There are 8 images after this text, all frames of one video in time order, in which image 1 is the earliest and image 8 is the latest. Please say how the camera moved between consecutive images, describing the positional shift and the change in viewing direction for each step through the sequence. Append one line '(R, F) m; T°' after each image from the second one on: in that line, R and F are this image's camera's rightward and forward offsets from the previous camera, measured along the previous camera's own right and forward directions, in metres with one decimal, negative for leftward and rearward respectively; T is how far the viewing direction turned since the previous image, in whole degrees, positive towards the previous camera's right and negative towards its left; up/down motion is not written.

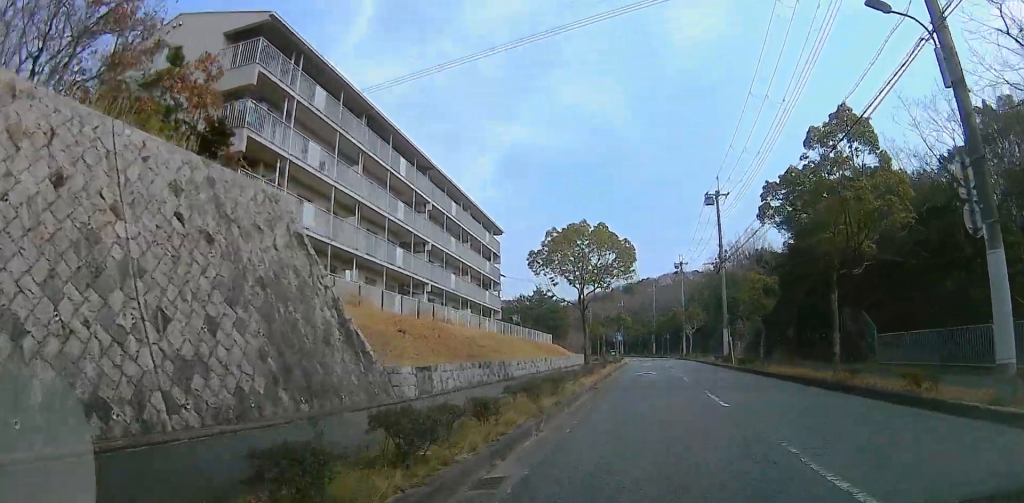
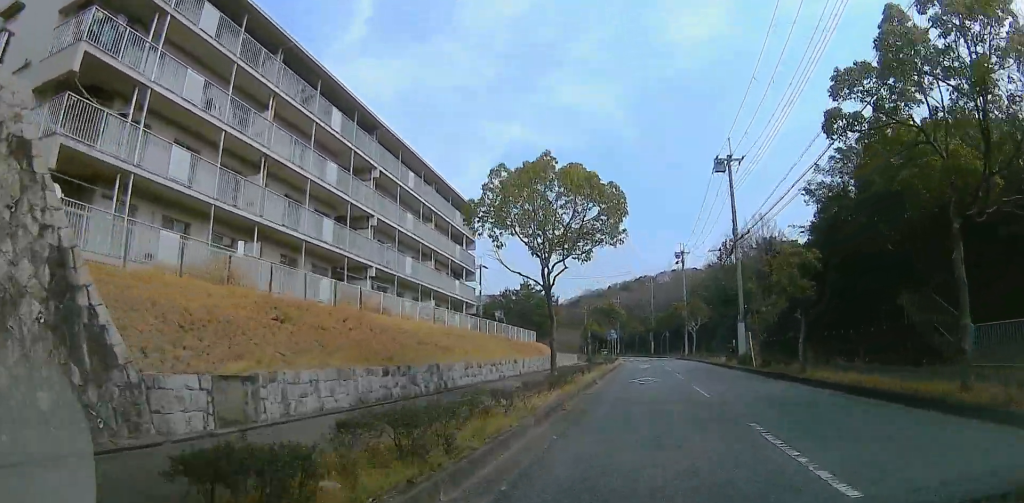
(+2.6, +9.0) m; +8°
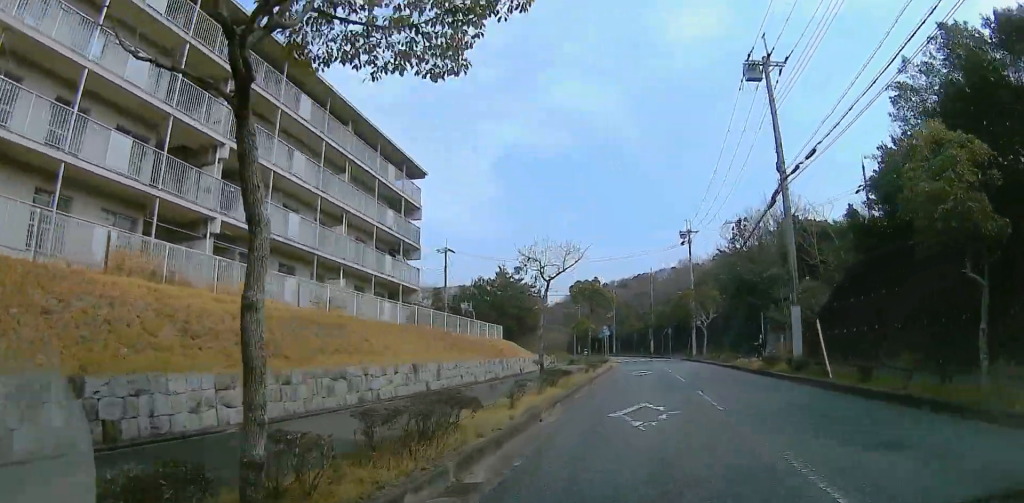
(+2.3, +16.5) m; -3°
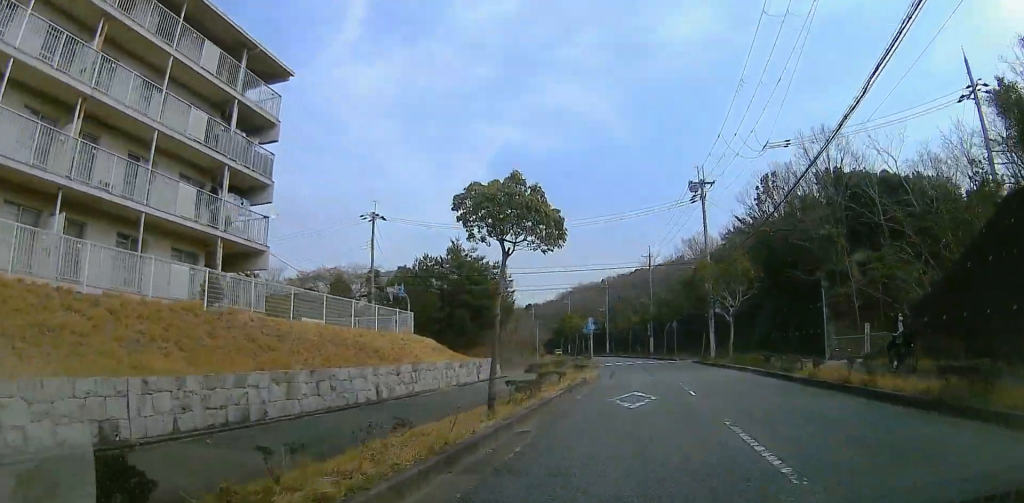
(-4.5, +21.9) m; -17°
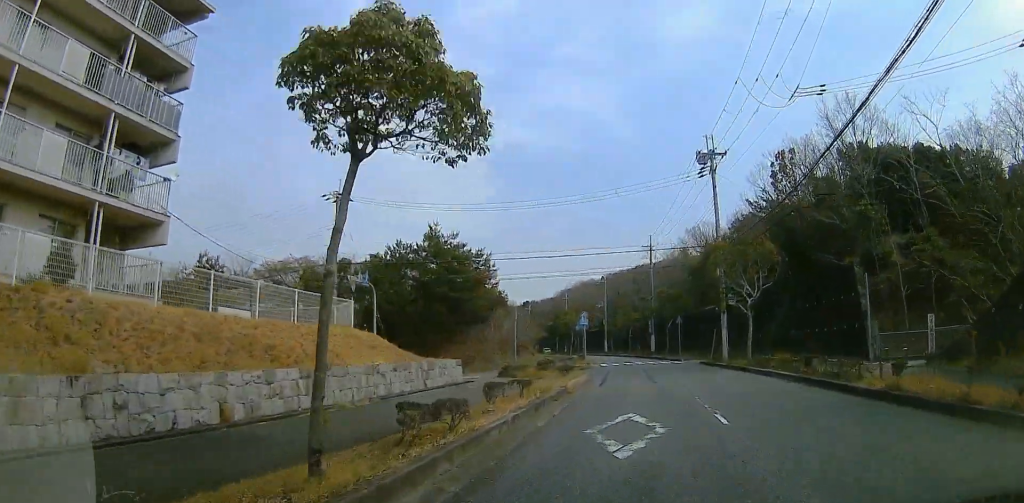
(-0.2, +6.6) m; -4°
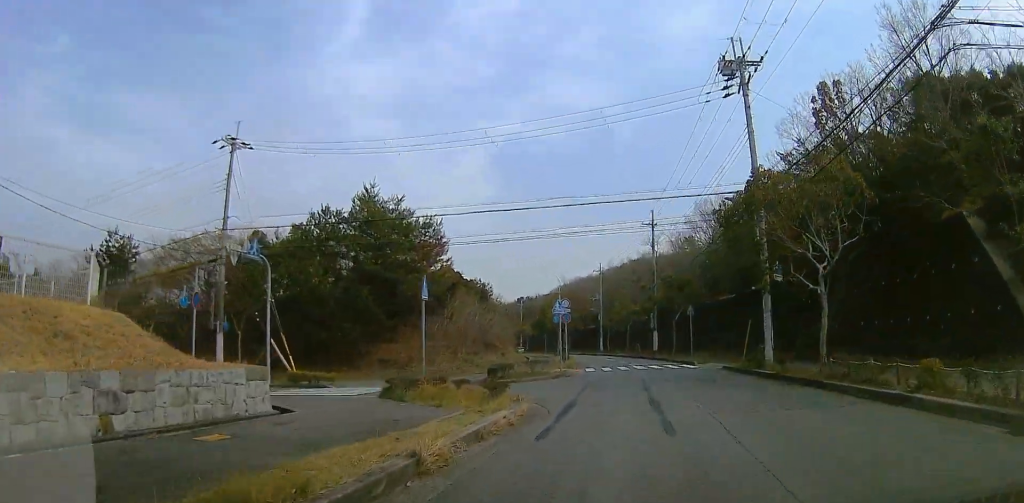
(-1.3, +12.1) m; -5°
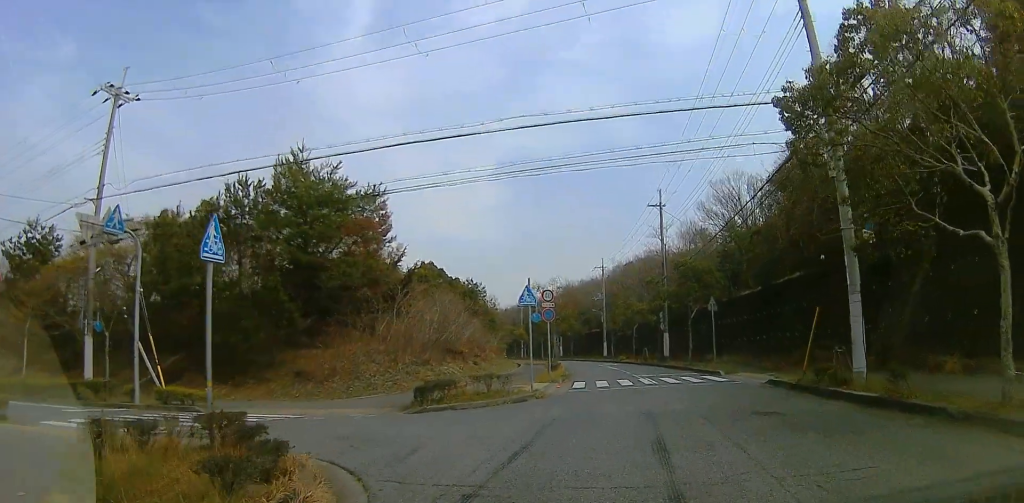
(+0.6, +10.2) m; +1°
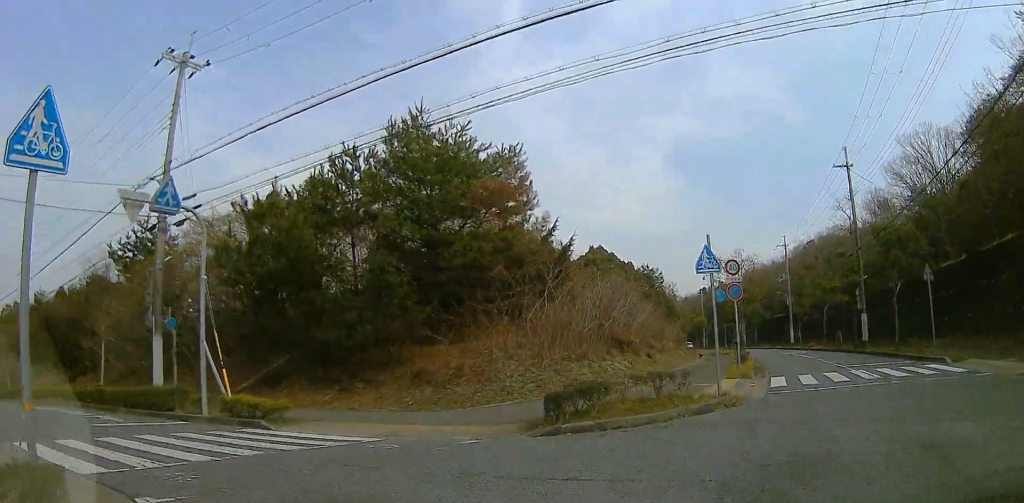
(-0.9, +8.2) m; -16°
